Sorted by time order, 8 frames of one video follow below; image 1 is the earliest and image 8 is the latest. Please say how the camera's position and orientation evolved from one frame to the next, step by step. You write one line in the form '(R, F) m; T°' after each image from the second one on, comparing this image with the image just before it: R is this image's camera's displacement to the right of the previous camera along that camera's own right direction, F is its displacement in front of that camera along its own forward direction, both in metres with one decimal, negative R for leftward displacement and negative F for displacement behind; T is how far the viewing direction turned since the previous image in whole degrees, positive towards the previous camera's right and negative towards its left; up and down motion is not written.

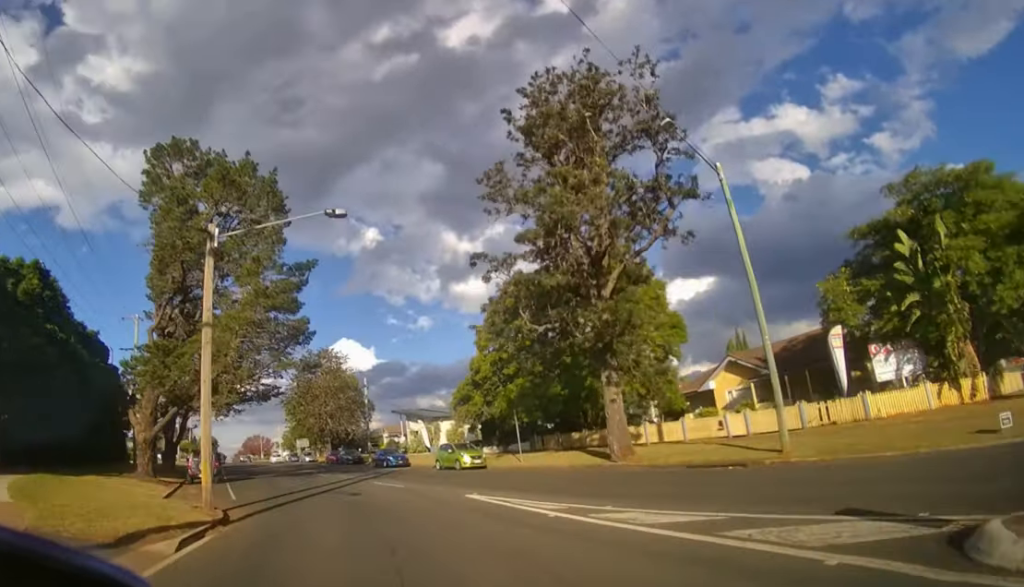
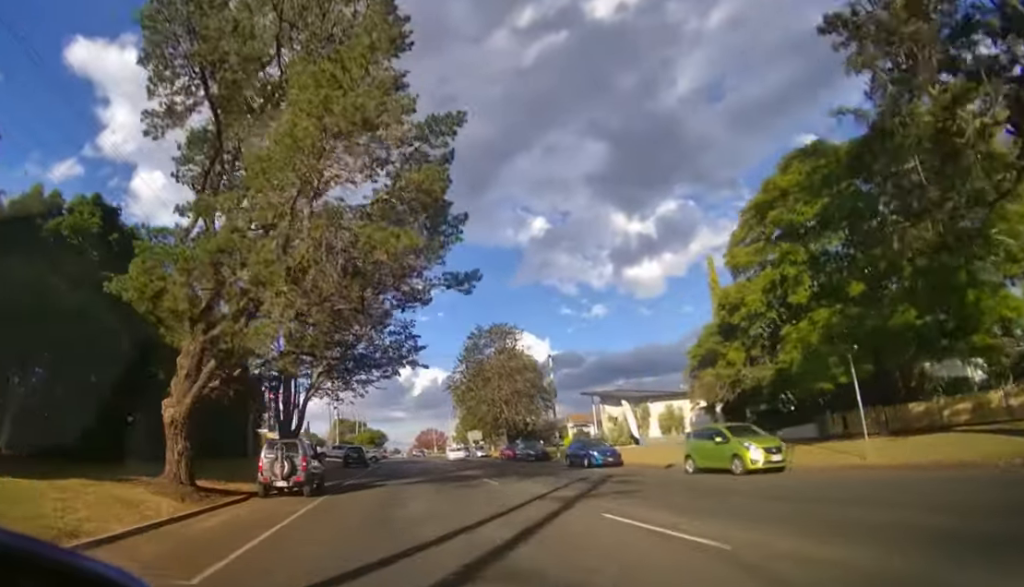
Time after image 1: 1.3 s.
(-2.5, +10.6) m; -22°
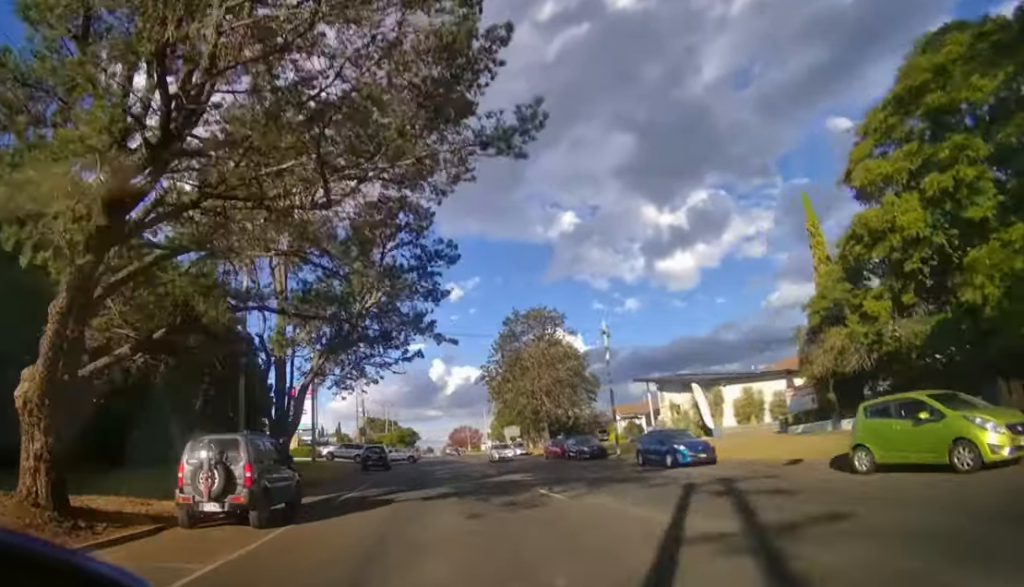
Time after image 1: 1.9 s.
(-0.4, +5.9) m; -5°
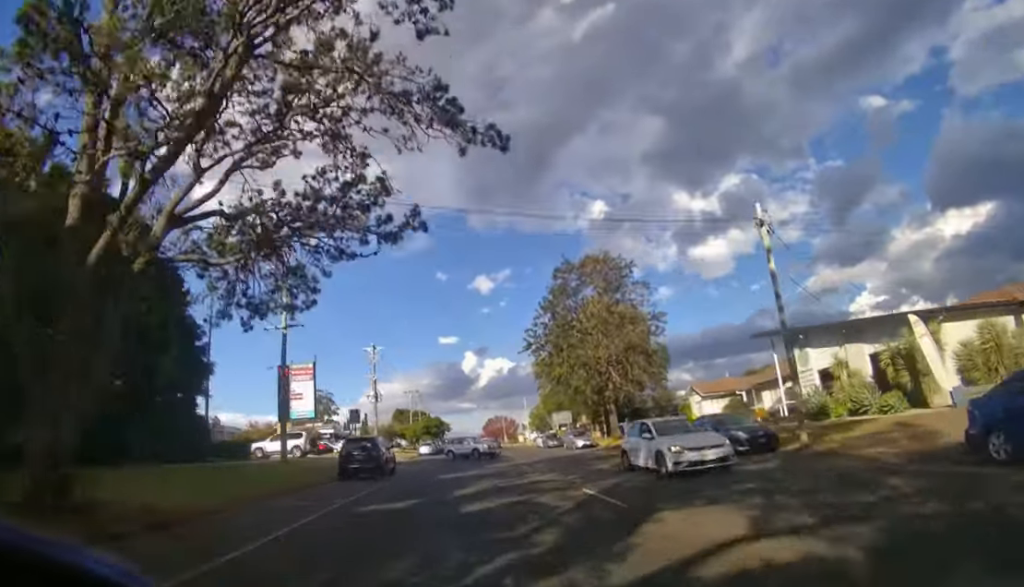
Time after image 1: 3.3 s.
(-1.0, +14.9) m; -6°
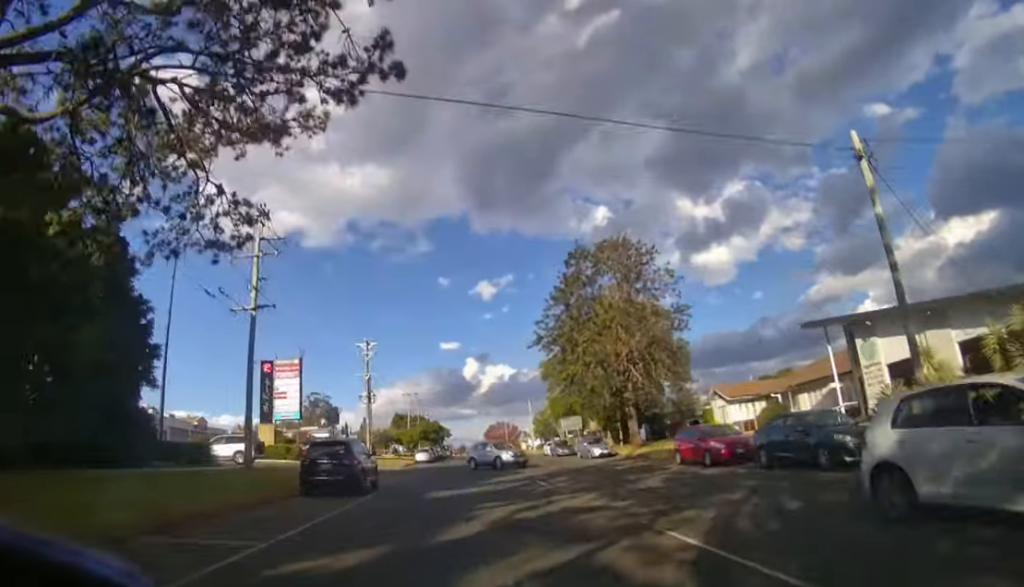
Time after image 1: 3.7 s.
(-0.1, +5.6) m; 0°
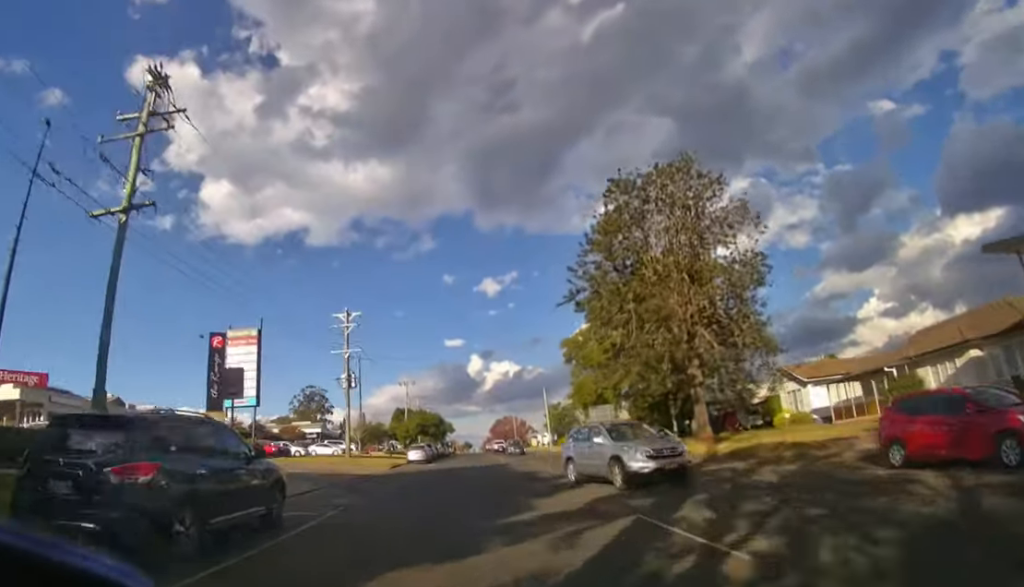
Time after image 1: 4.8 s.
(-0.1, +11.4) m; -1°
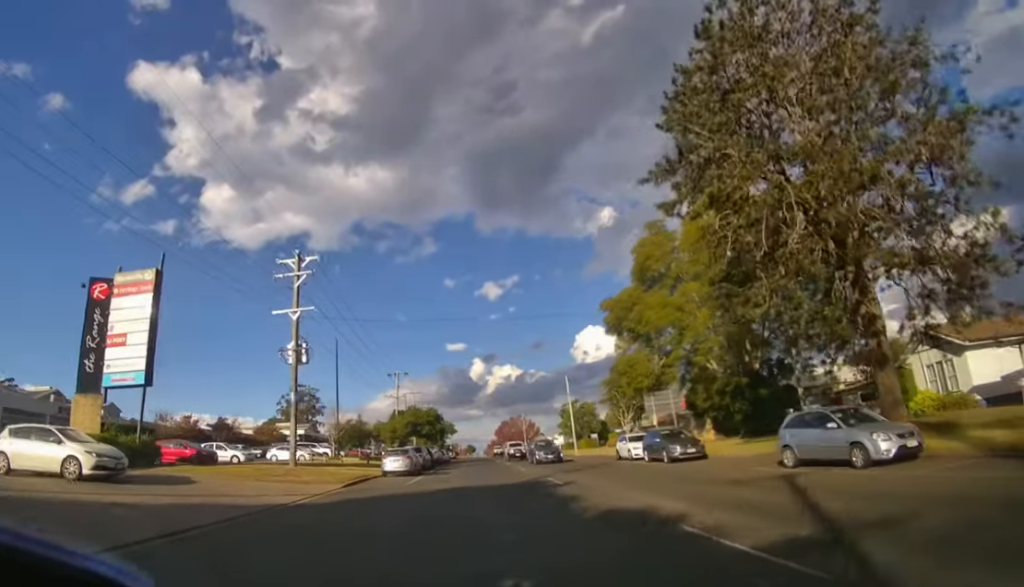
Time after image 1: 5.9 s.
(-0.1, +11.9) m; 0°
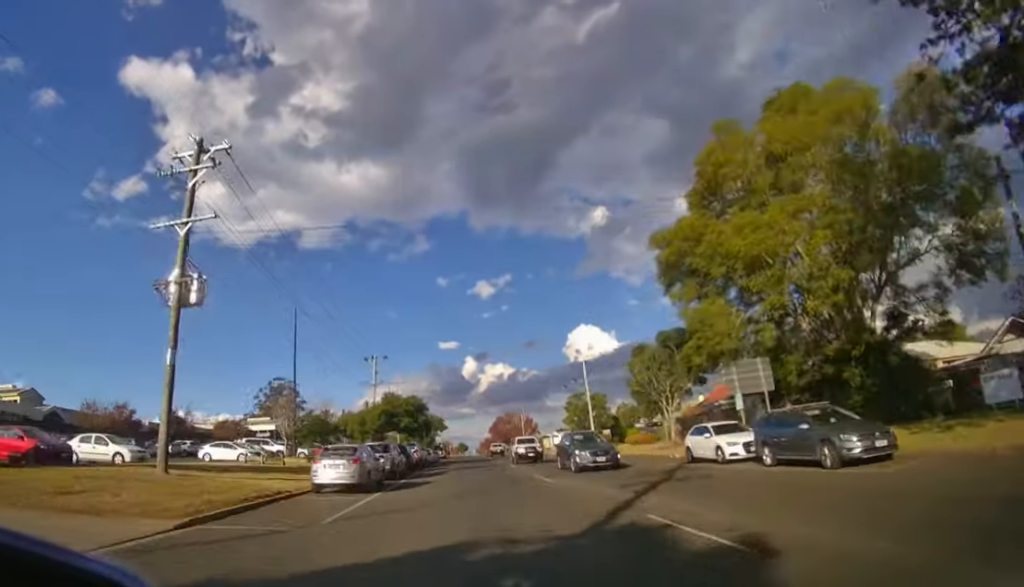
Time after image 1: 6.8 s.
(0.0, +10.5) m; 0°
